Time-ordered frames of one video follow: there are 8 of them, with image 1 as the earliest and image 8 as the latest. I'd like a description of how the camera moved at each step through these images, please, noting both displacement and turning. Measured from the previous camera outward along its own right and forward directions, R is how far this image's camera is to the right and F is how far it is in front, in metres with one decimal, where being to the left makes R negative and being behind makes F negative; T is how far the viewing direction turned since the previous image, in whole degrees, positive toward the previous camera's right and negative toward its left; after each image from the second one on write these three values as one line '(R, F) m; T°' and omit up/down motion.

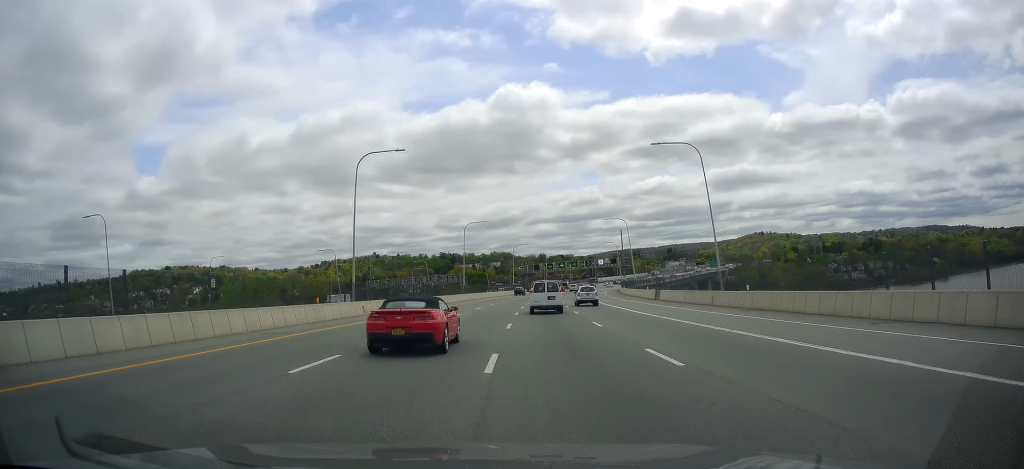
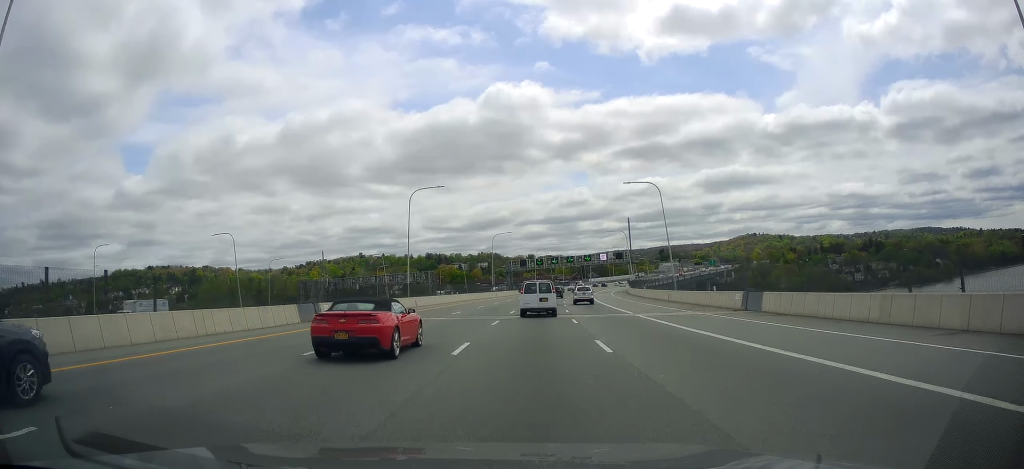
(0.0, +33.3) m; +3°
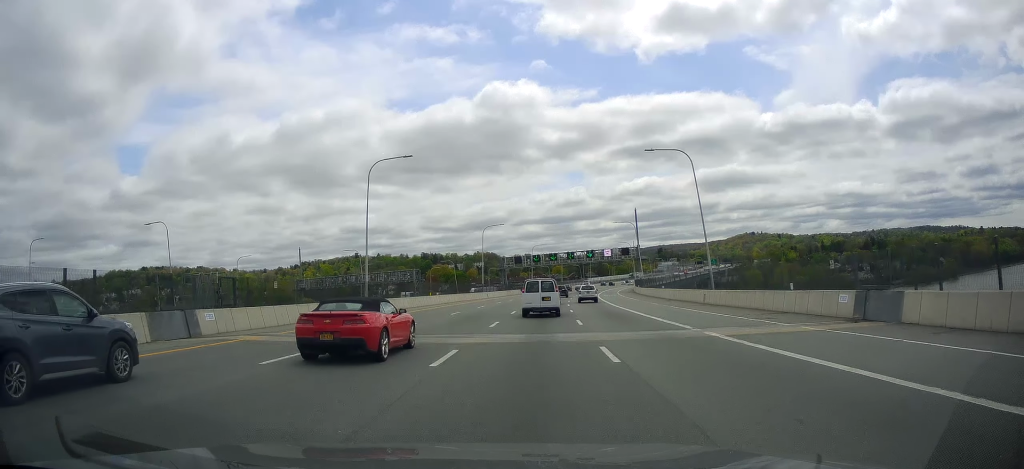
(+0.5, +14.3) m; +1°
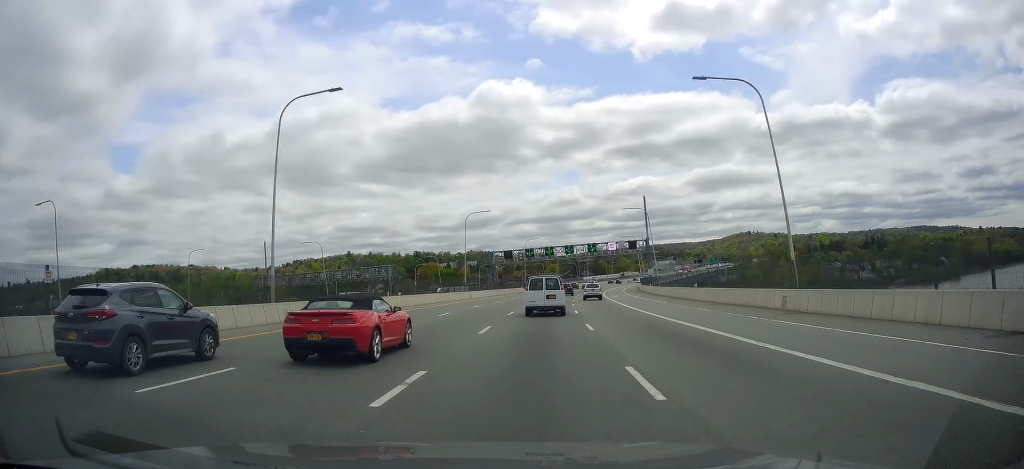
(+0.5, +16.9) m; +1°
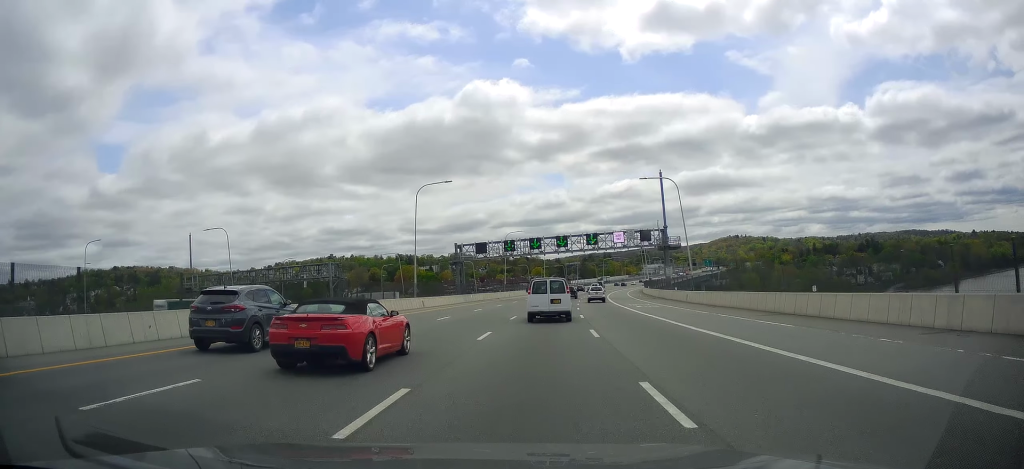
(-0.1, +26.1) m; 0°
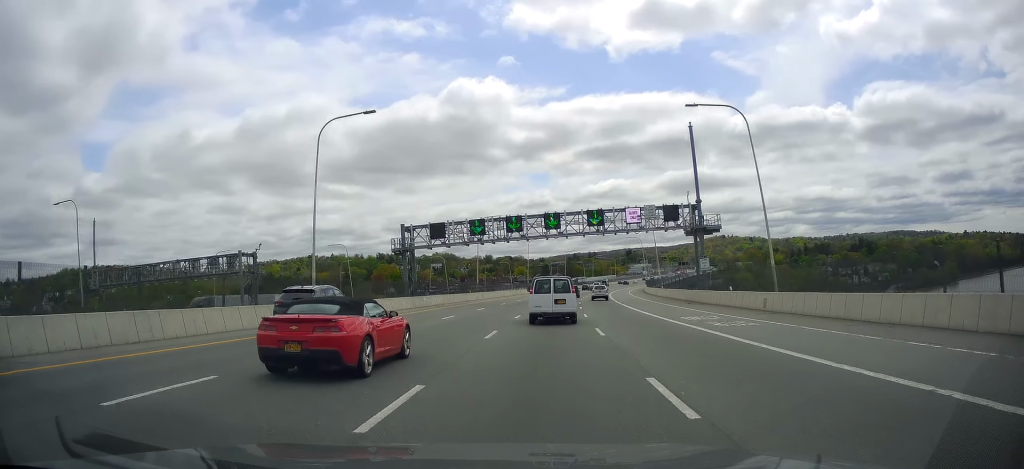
(+0.2, +24.2) m; +1°
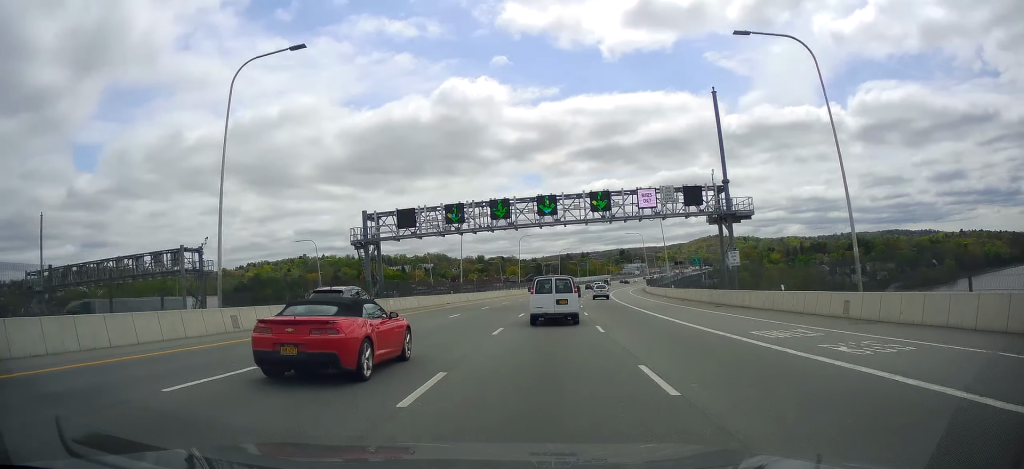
(0.0, +10.6) m; +1°
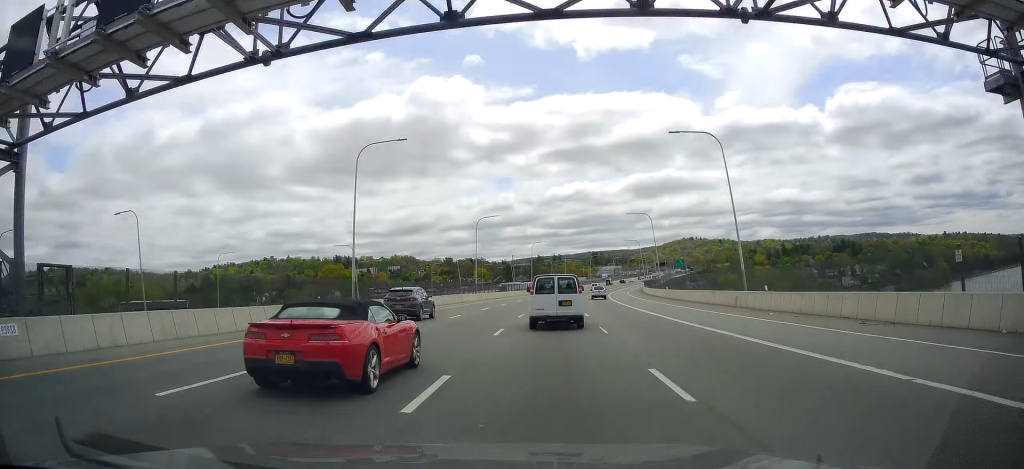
(+1.0, +36.6) m; +2°
